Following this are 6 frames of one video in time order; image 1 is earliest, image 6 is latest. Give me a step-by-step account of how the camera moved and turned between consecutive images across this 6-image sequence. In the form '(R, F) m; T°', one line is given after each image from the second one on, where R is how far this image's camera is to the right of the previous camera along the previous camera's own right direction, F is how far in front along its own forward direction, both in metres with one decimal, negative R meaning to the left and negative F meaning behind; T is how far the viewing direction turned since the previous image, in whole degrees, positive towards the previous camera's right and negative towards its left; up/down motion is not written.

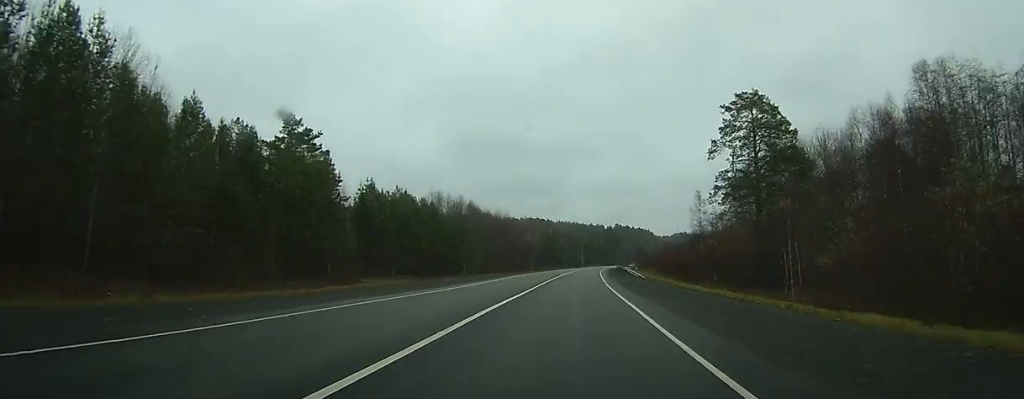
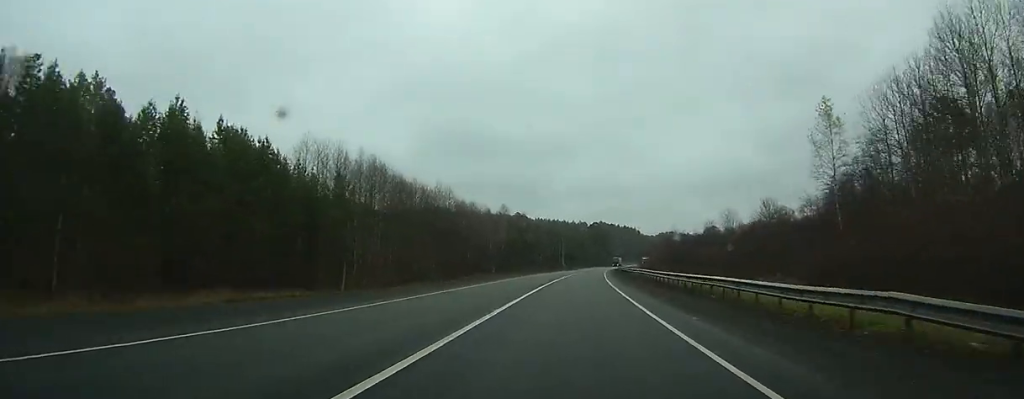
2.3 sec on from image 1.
(+0.8, +52.8) m; +2°
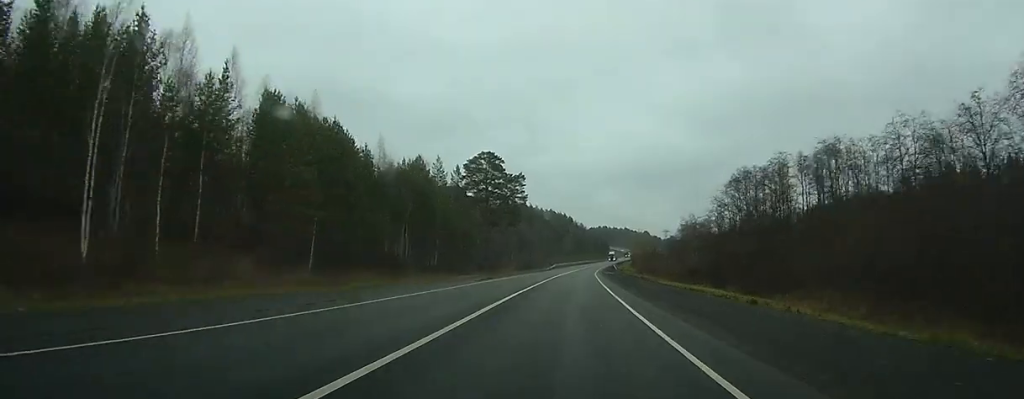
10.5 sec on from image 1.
(+12.6, +201.6) m; +7°
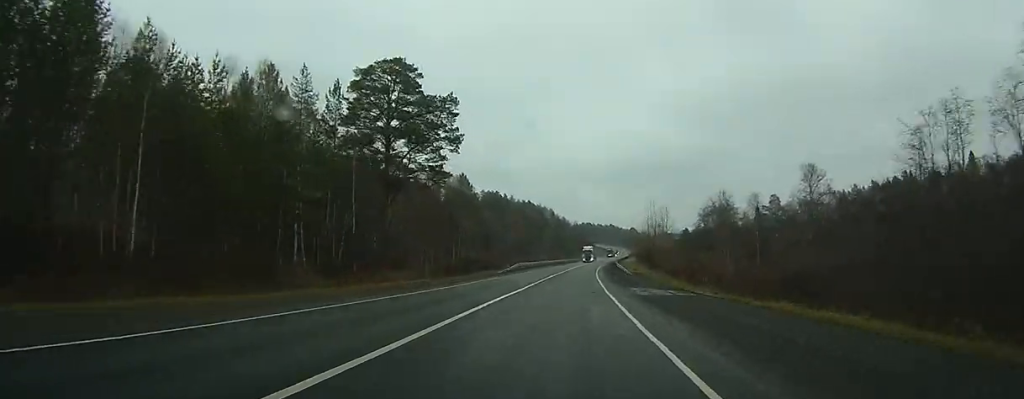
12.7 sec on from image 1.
(+1.0, +54.1) m; +2°
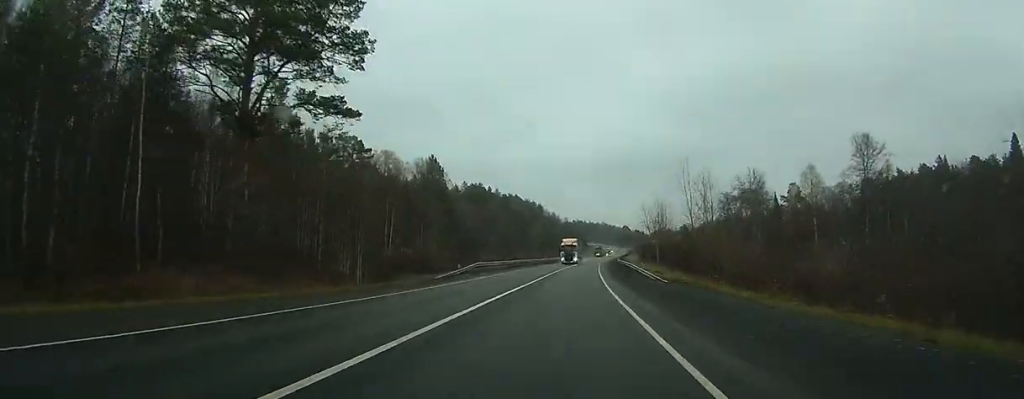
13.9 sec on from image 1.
(+0.1, +29.1) m; +1°
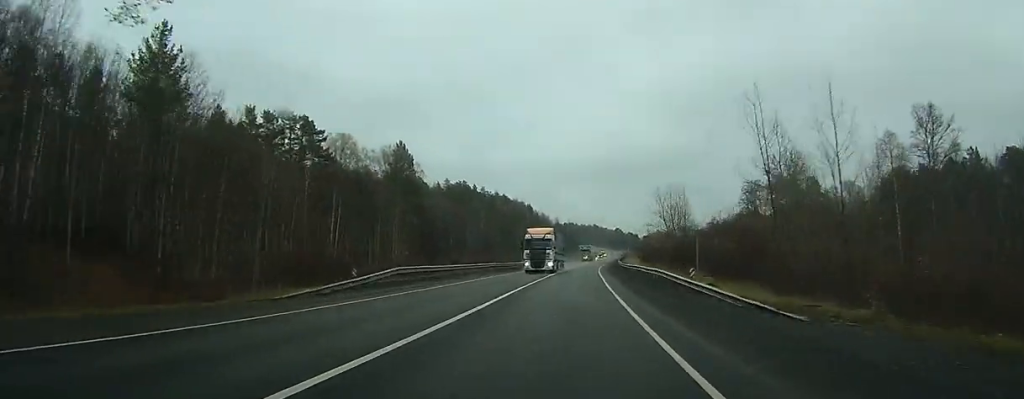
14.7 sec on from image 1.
(+0.1, +22.3) m; +1°
